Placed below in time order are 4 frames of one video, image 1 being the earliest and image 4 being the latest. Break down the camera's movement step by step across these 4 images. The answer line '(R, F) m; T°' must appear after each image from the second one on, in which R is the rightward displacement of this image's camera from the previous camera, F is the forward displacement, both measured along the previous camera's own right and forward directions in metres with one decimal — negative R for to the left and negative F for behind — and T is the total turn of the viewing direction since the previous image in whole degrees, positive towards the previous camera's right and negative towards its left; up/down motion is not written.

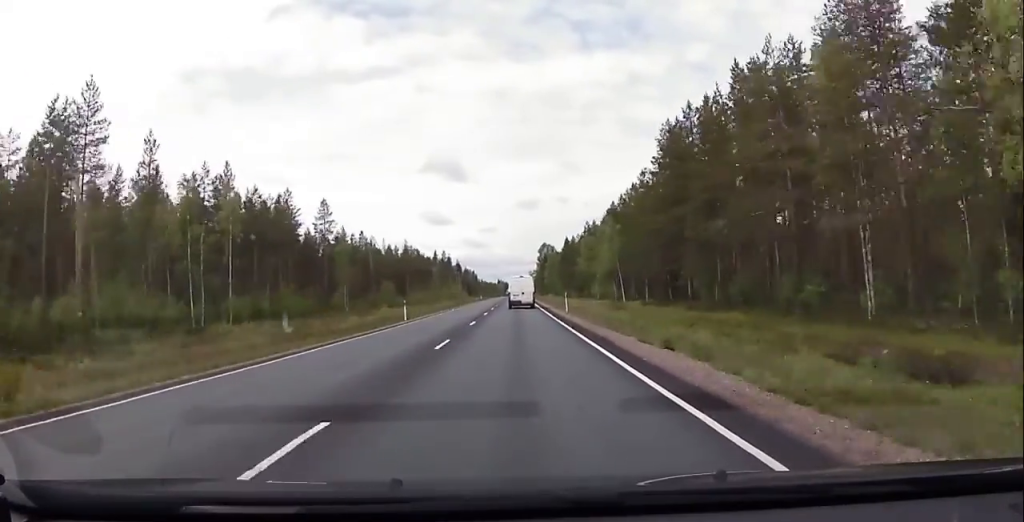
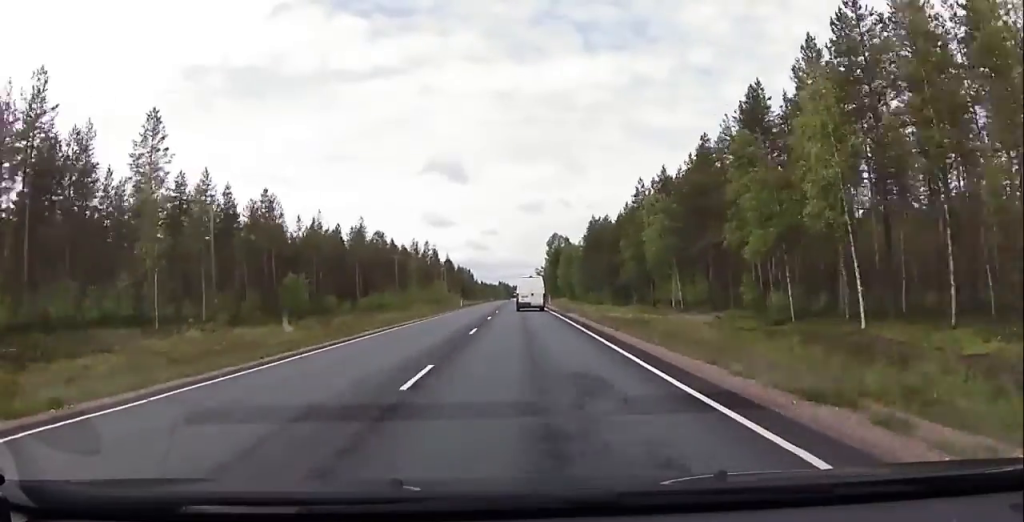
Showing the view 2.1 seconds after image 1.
(-0.7, +54.7) m; -1°
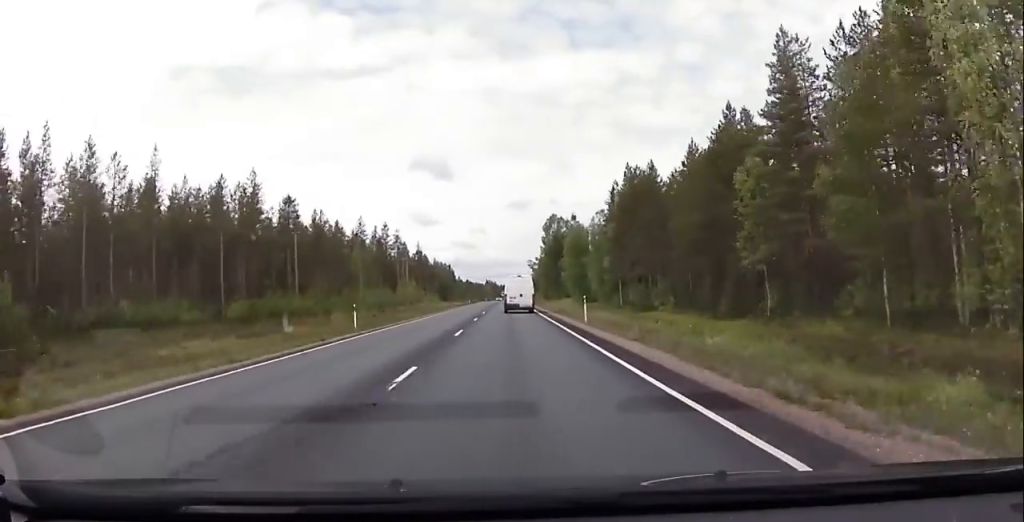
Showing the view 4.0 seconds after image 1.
(-0.1, +48.1) m; +1°
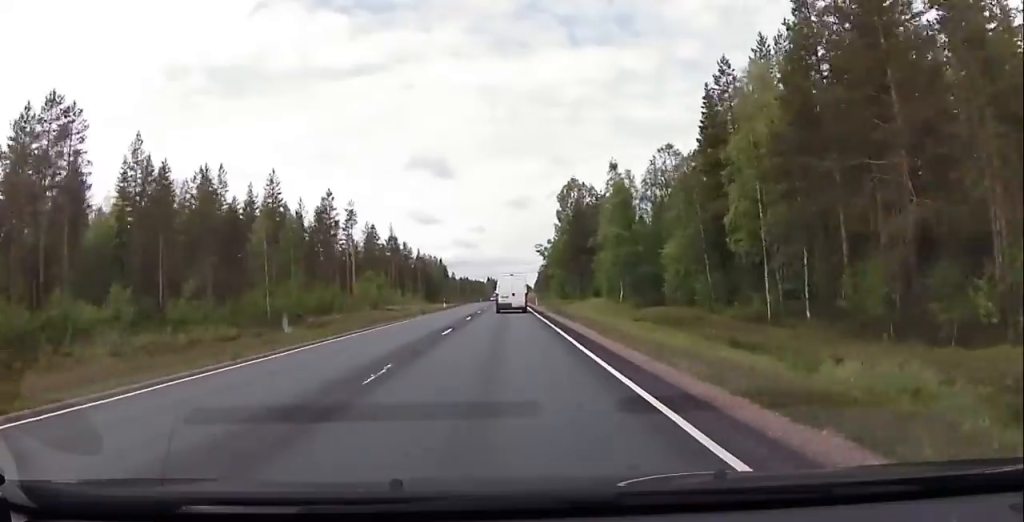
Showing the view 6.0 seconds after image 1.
(+0.6, +47.9) m; +1°
